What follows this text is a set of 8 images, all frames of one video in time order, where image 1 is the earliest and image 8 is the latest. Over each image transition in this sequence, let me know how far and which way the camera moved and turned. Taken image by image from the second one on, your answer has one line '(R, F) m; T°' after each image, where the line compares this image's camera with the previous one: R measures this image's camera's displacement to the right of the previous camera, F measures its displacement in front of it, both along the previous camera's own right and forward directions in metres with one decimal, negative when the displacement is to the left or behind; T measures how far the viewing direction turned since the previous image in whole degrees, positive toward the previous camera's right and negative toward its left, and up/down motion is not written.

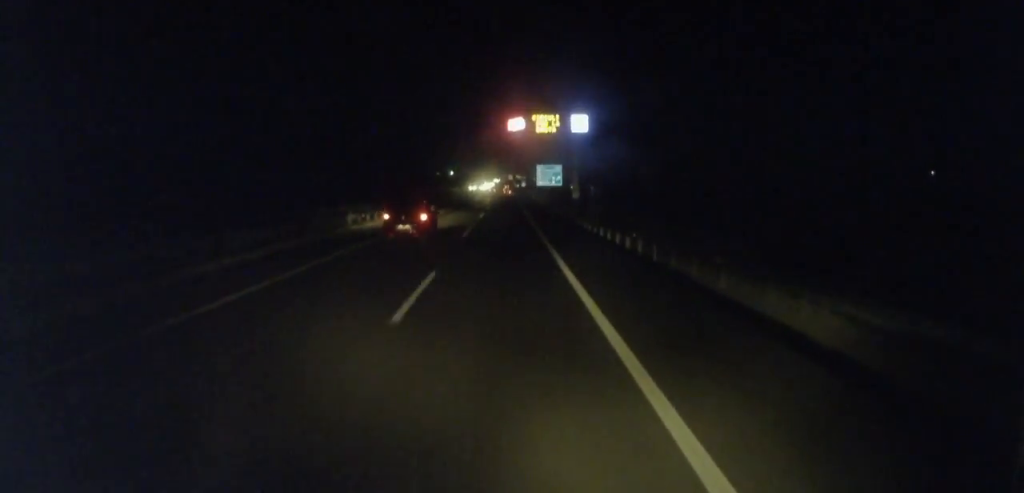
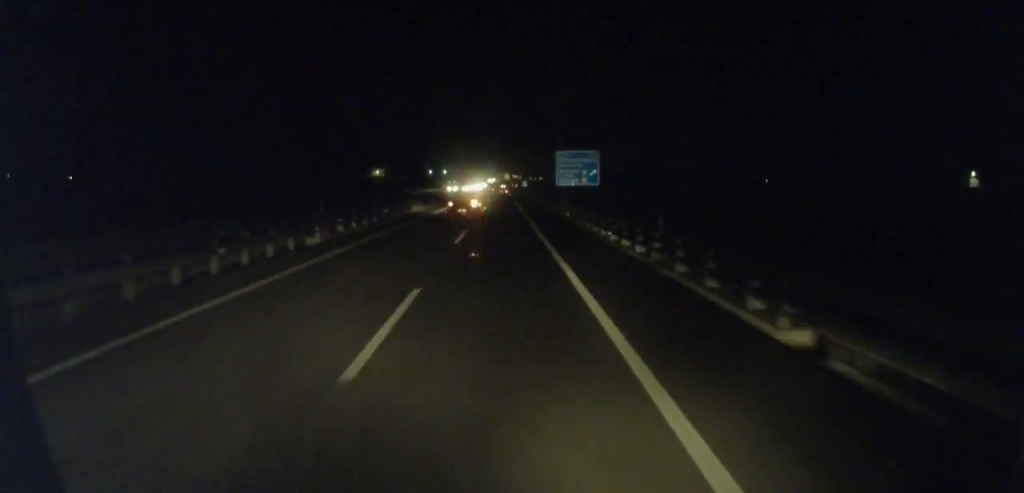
(0.0, +54.2) m; +1°
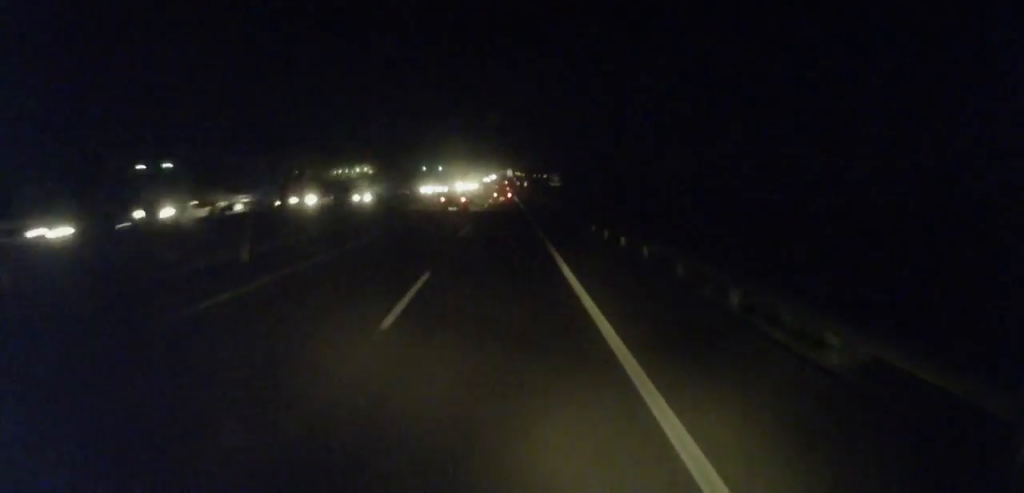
(+1.4, +99.0) m; +1°
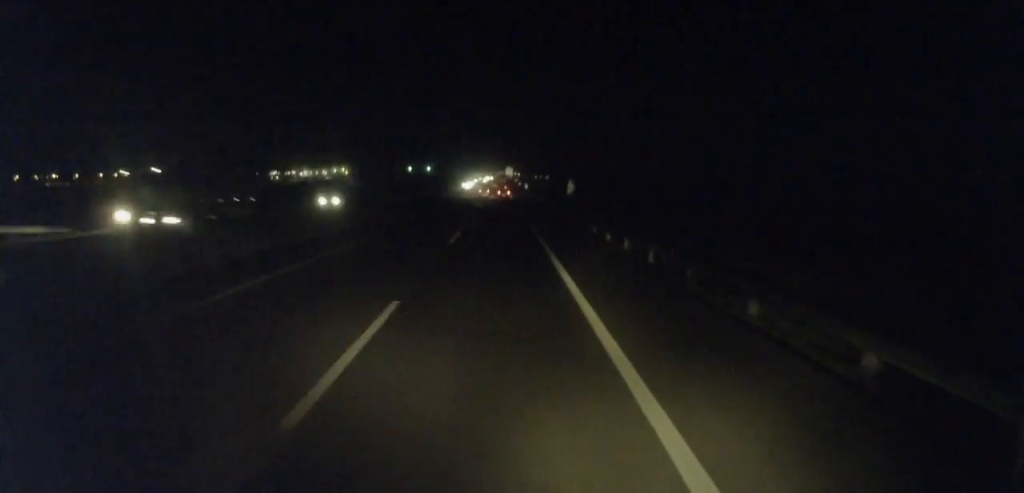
(+0.8, +121.2) m; +1°
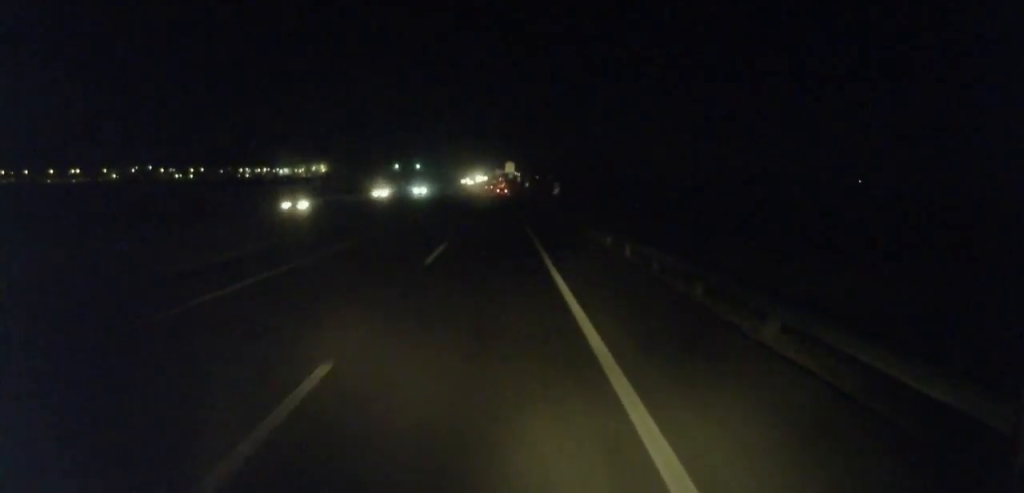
(+0.5, +89.5) m; 0°
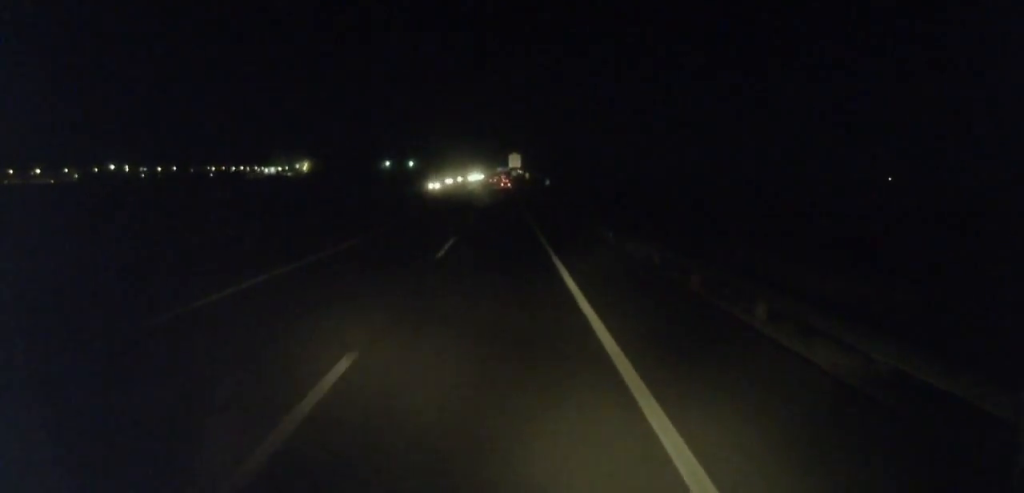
(-0.5, +67.1) m; 0°
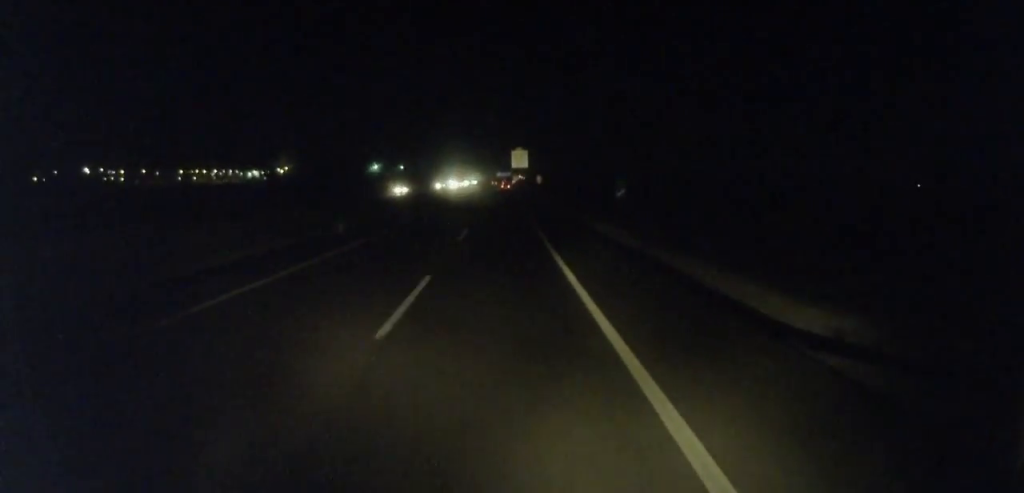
(-0.1, +60.7) m; 0°
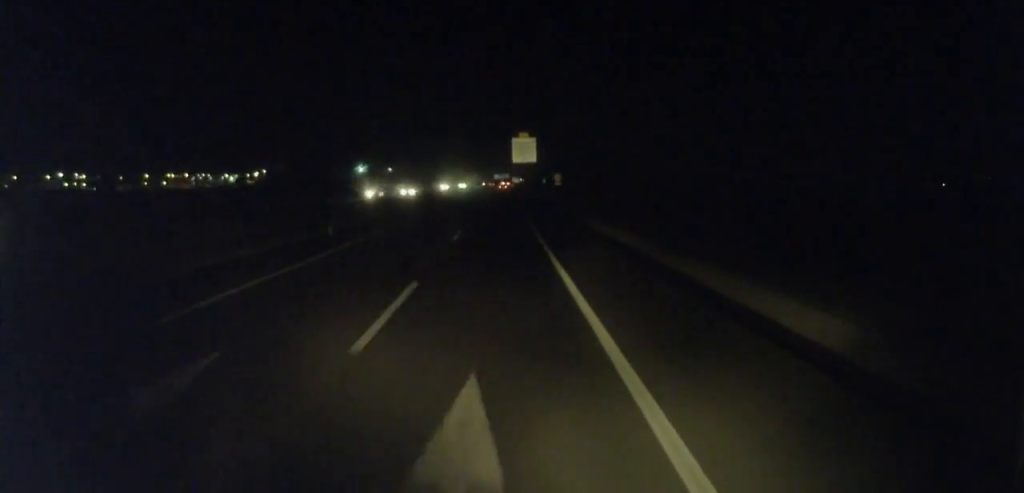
(0.0, +51.2) m; 0°
